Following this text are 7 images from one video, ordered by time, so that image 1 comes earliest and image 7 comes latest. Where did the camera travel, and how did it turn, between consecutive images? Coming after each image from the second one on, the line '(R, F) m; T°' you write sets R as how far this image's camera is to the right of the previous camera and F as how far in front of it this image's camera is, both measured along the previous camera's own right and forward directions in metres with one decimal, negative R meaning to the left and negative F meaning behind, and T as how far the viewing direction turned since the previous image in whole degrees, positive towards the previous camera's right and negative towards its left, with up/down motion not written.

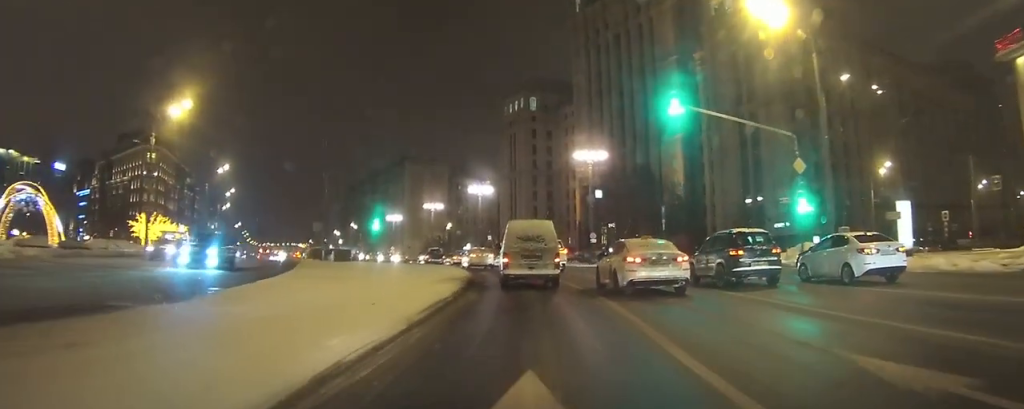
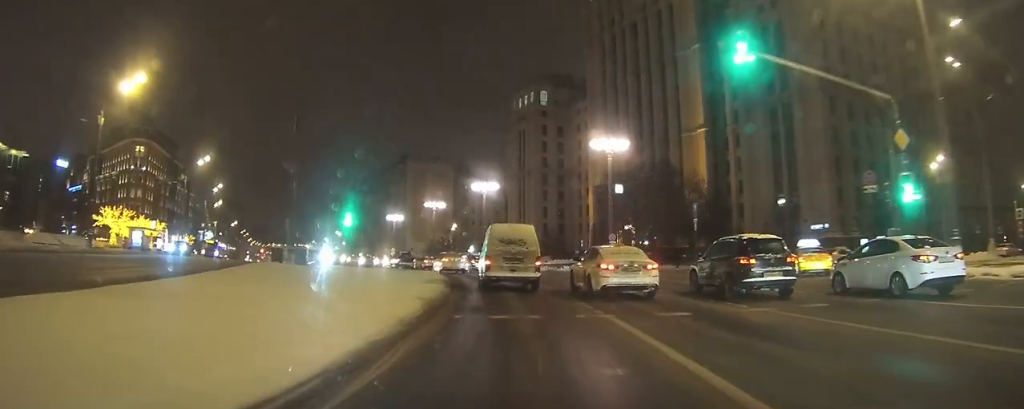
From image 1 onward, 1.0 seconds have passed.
(-0.1, +9.6) m; -5°
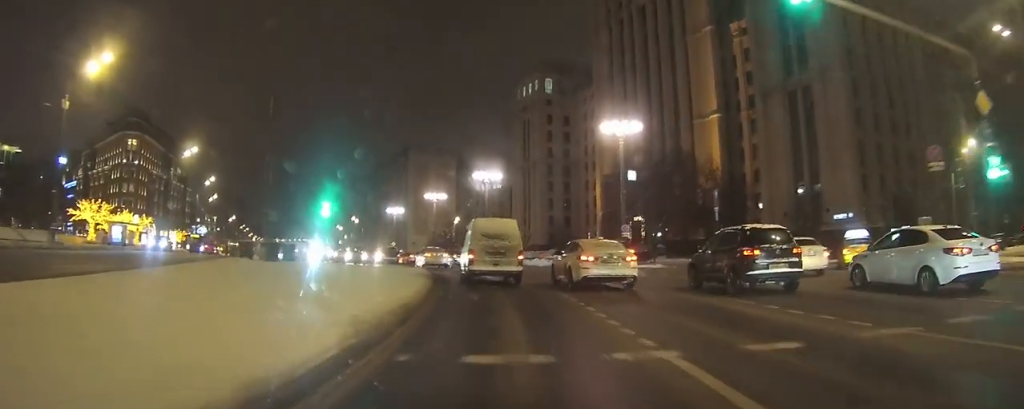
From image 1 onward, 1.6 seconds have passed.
(-0.4, +5.2) m; -3°
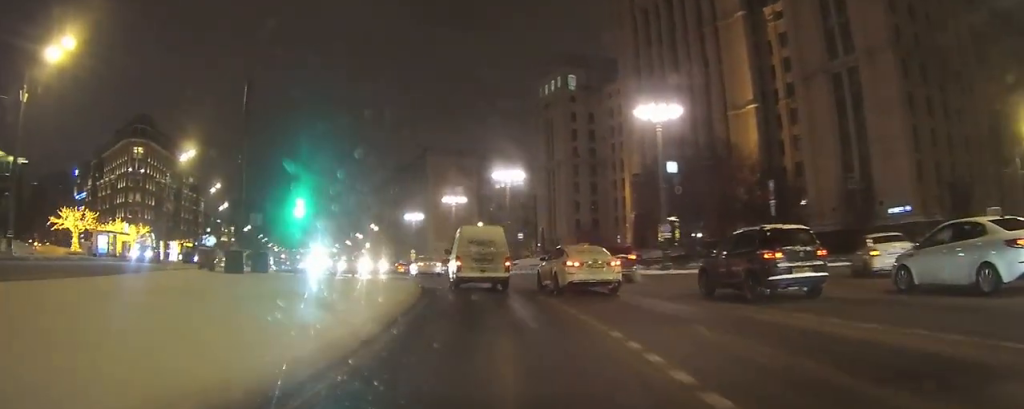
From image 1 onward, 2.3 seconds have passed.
(-0.3, +7.2) m; -5°
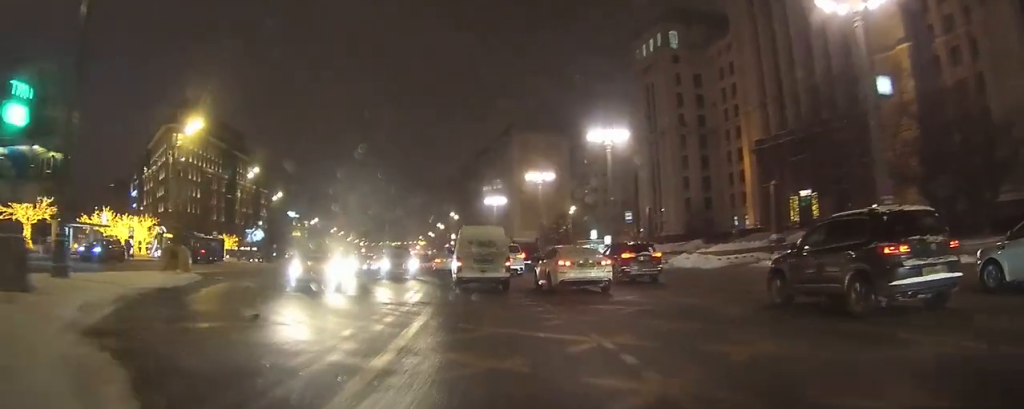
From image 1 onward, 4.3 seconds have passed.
(-1.9, +20.4) m; -8°
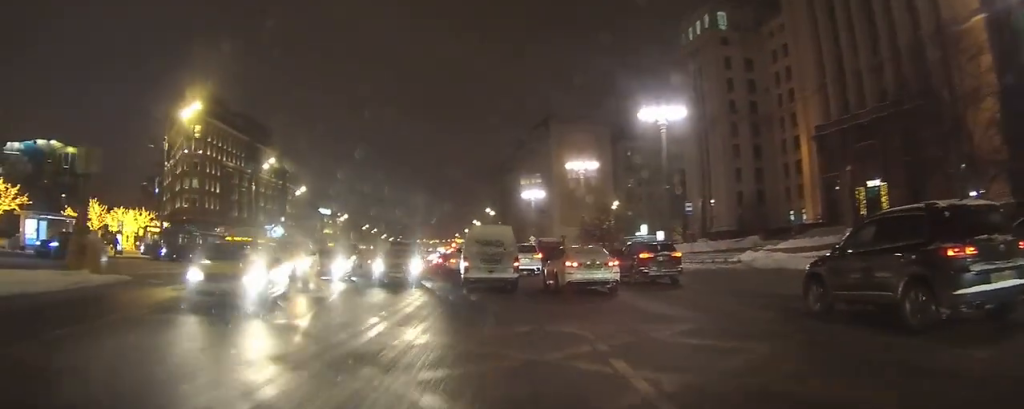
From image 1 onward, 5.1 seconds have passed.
(+0.1, +8.3) m; -1°
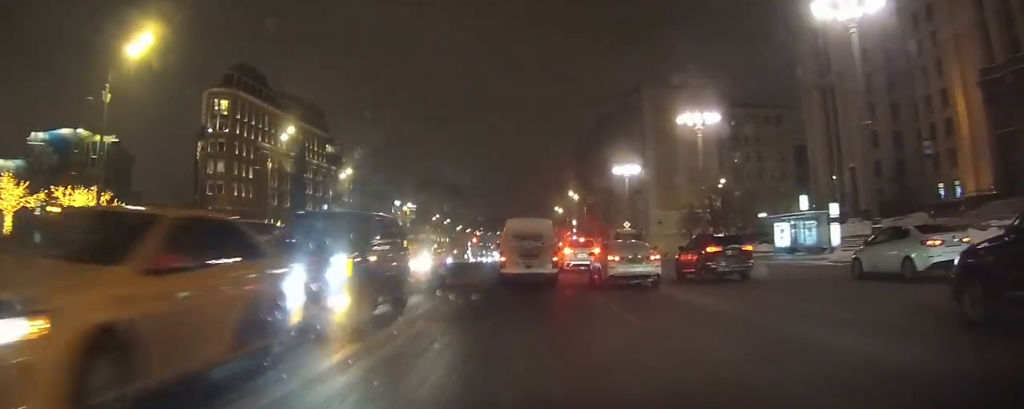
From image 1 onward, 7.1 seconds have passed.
(-1.3, +20.5) m; -6°
